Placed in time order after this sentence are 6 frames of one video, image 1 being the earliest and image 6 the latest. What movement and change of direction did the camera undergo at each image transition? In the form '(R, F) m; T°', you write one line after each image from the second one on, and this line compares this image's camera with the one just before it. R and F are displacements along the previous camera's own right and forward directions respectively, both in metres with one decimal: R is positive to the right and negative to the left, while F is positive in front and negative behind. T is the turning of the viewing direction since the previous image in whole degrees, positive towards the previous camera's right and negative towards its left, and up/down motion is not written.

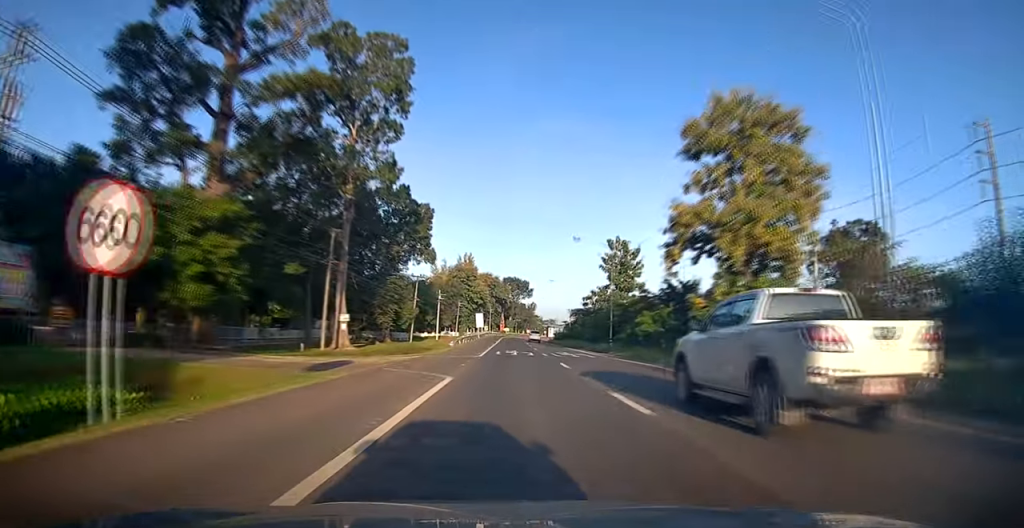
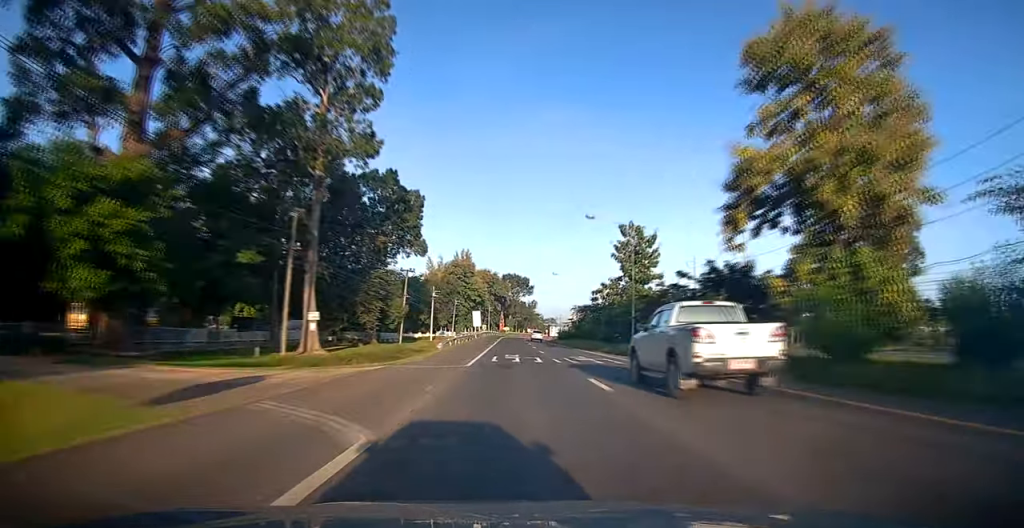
(0.0, +8.6) m; 0°
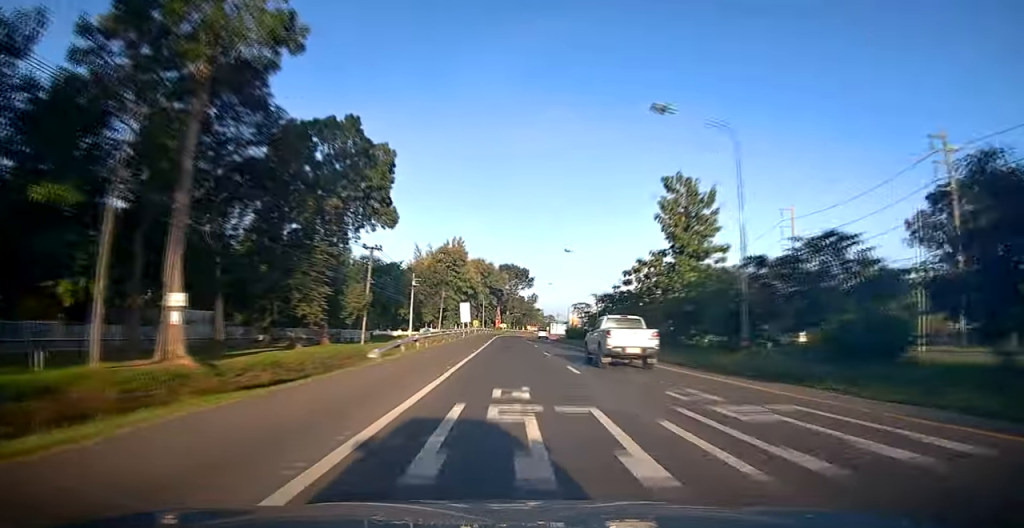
(-0.1, +19.5) m; 0°
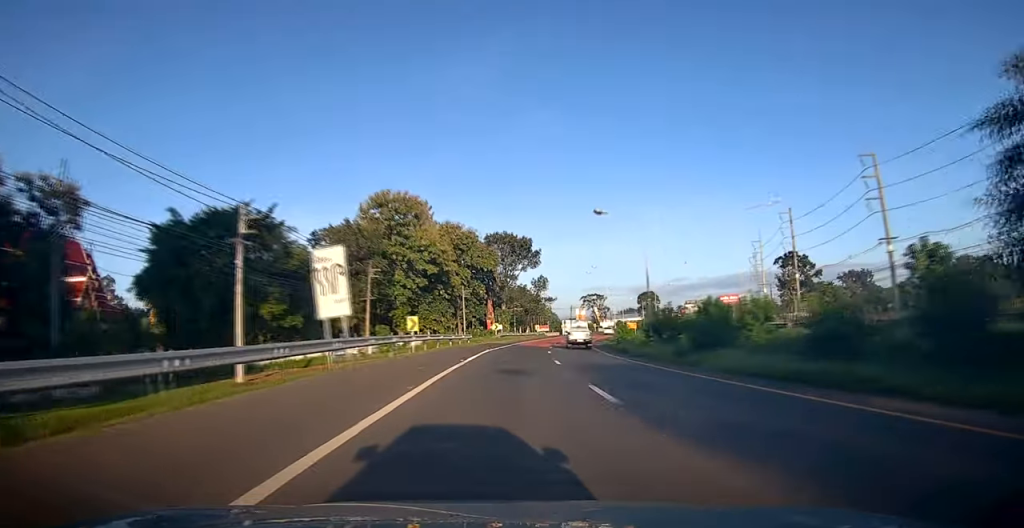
(+0.2, +54.5) m; +1°
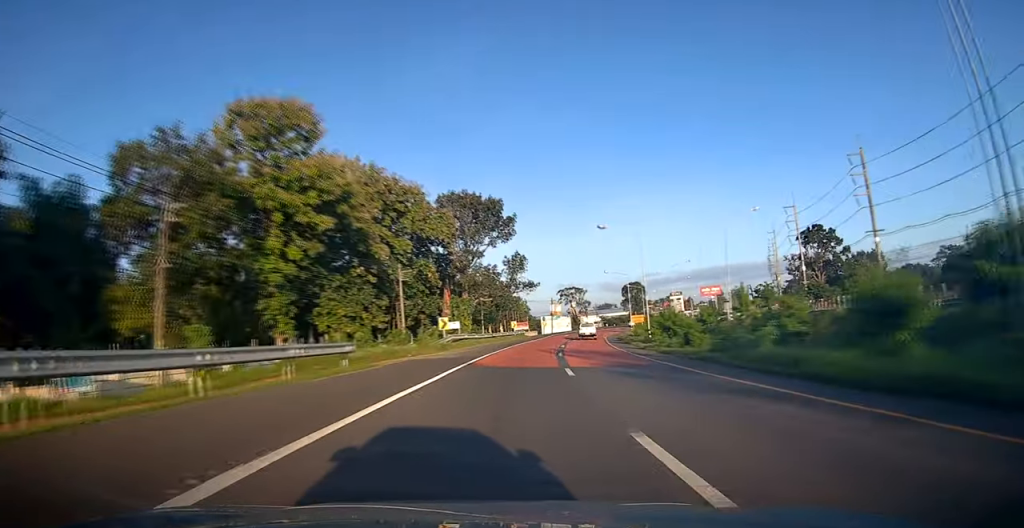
(+0.4, +30.1) m; +2°
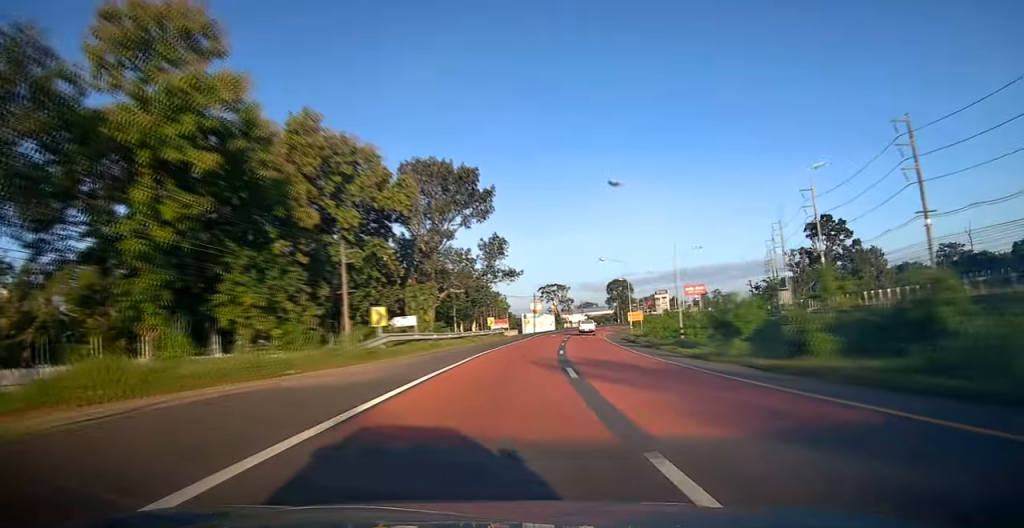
(+0.2, +13.4) m; +2°
